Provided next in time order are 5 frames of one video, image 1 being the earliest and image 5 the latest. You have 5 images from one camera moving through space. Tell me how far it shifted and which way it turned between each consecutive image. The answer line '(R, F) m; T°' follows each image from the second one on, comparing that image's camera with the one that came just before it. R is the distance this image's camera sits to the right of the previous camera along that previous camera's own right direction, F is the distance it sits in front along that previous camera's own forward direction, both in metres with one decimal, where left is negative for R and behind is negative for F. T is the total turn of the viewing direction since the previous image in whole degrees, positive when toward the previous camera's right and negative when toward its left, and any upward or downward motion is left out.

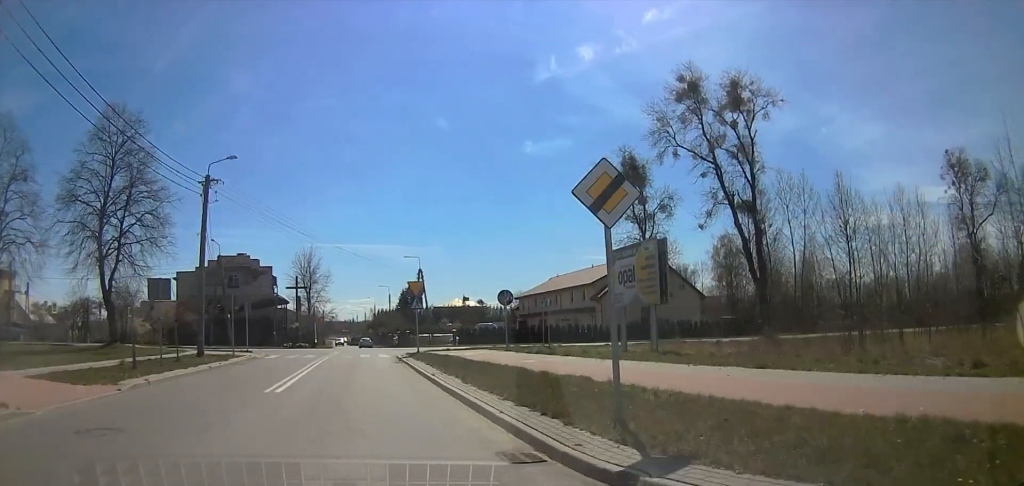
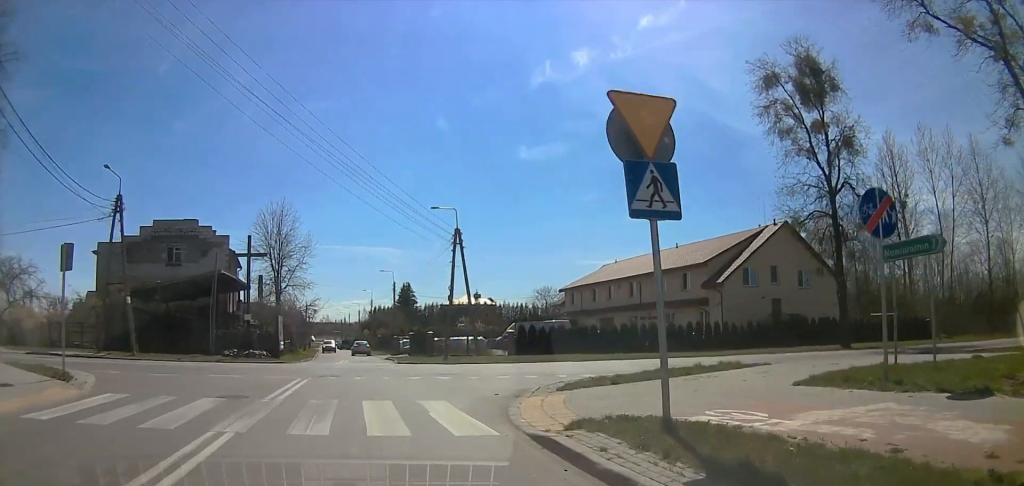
(-1.9, +27.5) m; -3°
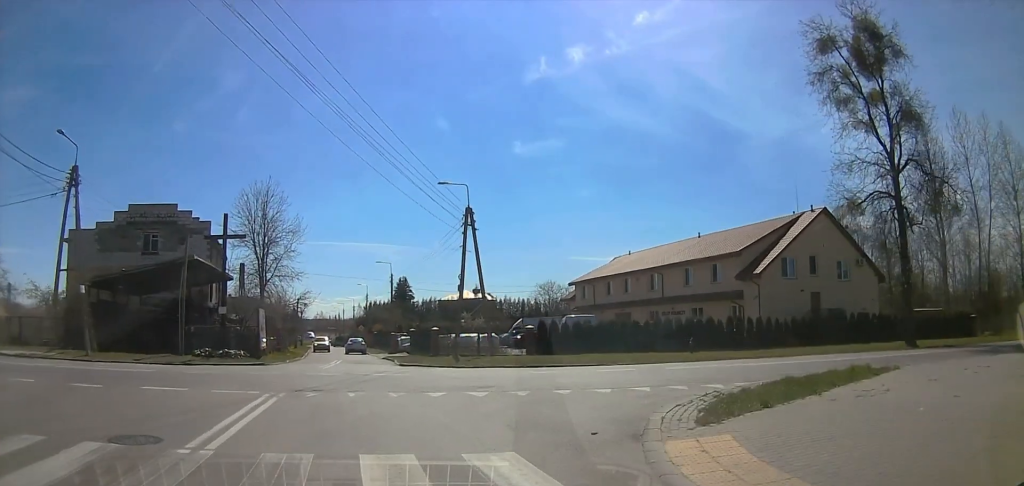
(+0.4, +7.1) m; +3°
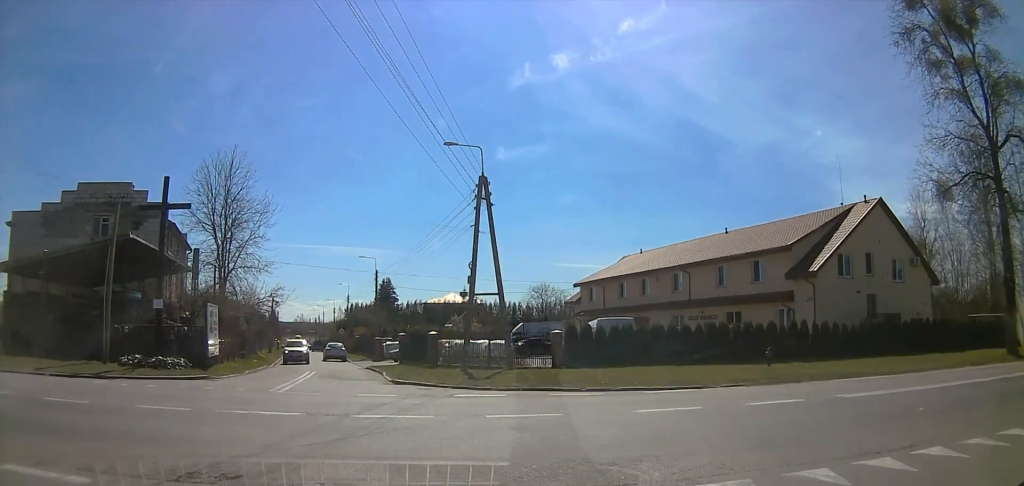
(0.0, +11.0) m; 0°
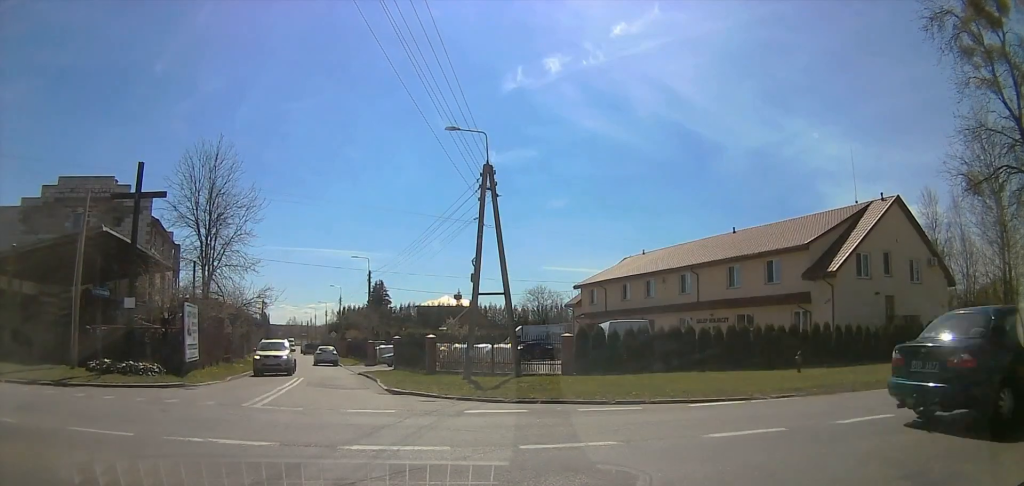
(0.0, +4.8) m; 0°
